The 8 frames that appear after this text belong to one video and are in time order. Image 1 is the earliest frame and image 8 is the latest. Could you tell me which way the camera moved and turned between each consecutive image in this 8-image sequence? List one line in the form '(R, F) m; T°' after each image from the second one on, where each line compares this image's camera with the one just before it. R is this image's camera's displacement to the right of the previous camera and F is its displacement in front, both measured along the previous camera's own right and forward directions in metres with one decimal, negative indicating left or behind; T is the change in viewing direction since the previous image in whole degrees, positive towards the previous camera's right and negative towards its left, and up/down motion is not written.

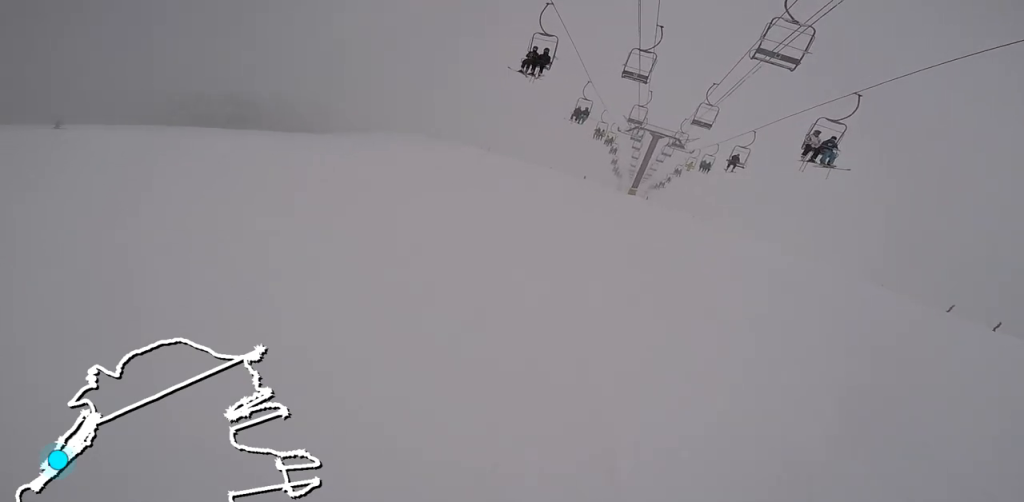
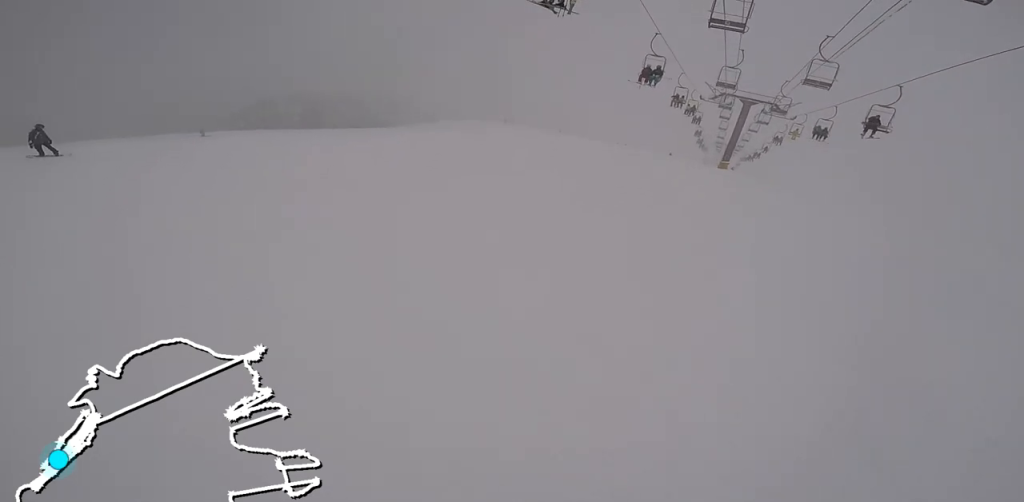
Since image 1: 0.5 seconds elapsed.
(-0.8, +3.7) m; -7°
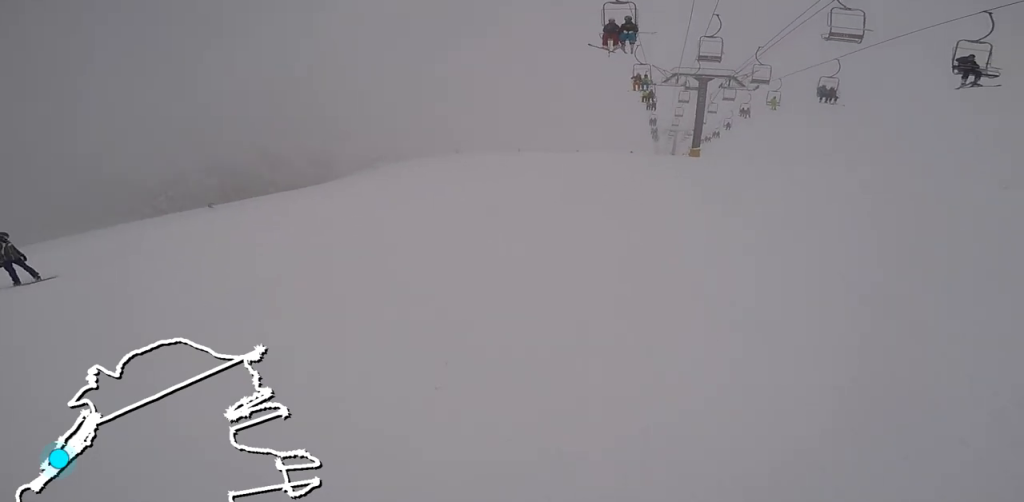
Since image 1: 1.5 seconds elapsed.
(0.0, +6.4) m; +12°
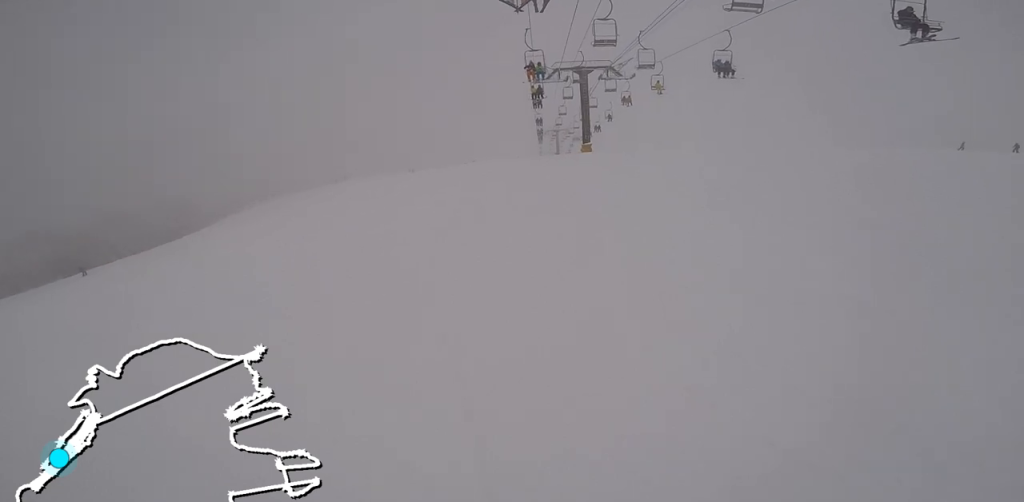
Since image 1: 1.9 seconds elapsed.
(+0.2, +2.8) m; +8°
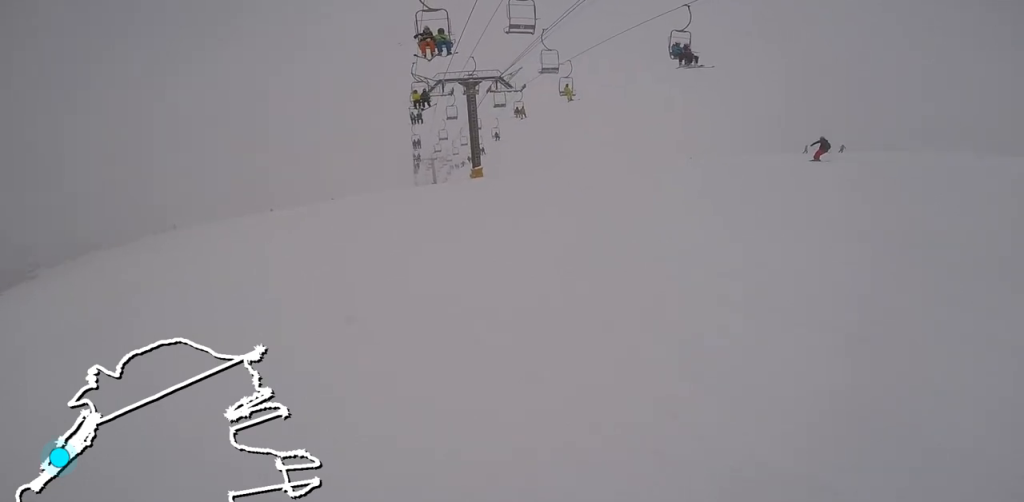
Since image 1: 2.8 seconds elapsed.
(+1.3, +5.5) m; +13°
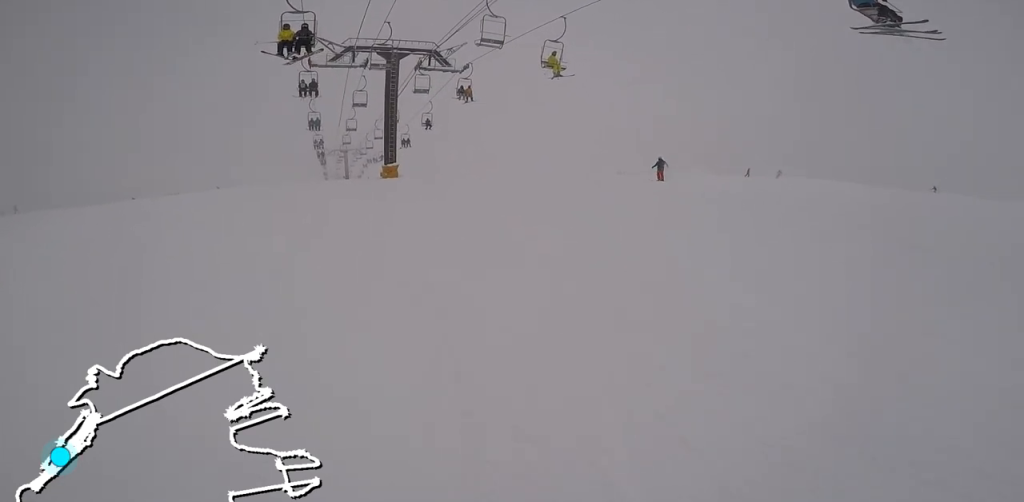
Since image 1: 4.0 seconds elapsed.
(-0.3, +7.7) m; -9°
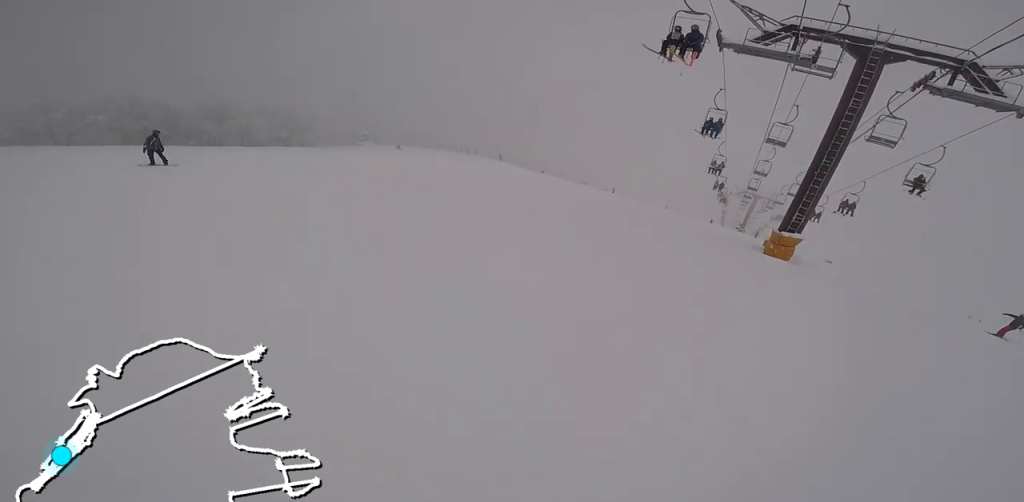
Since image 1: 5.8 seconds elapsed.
(-1.4, +11.0) m; -11°
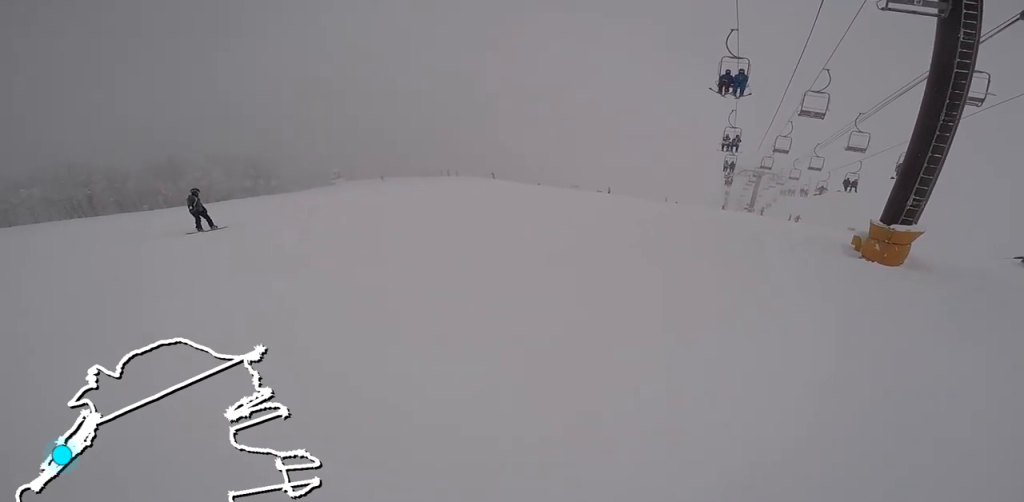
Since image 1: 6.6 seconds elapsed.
(-0.3, +5.4) m; -3°
